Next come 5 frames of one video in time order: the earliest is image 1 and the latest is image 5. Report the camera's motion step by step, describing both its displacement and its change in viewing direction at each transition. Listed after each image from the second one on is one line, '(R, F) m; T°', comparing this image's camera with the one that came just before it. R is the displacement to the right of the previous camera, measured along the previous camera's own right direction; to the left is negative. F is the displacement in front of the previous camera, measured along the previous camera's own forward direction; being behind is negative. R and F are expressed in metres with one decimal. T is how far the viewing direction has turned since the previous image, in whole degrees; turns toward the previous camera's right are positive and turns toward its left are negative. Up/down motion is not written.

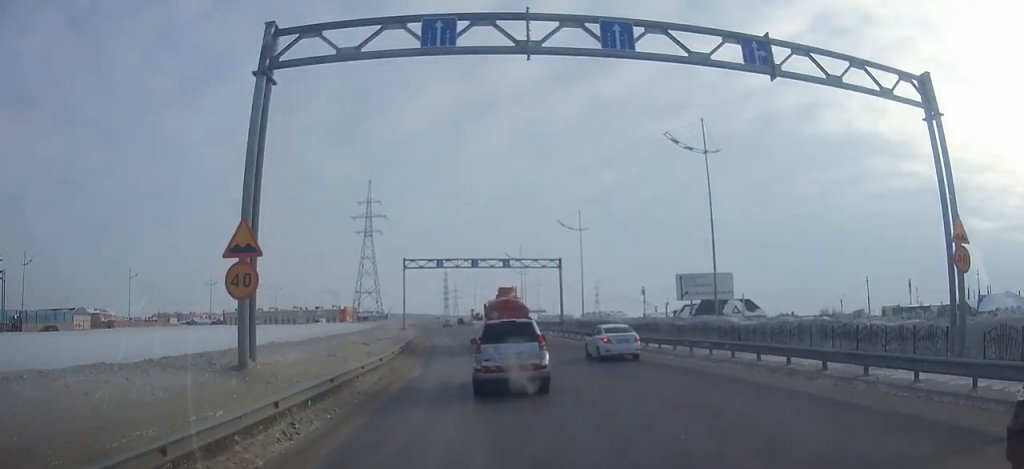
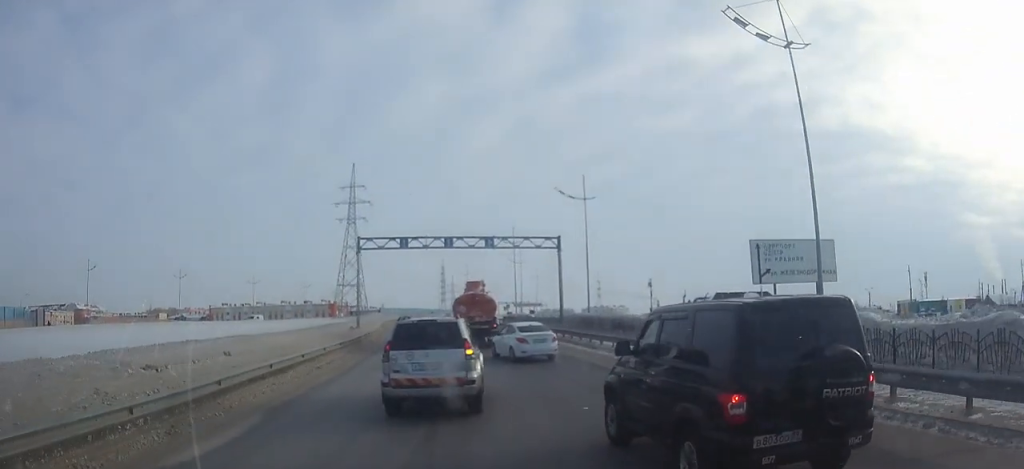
(+0.2, +12.6) m; 0°
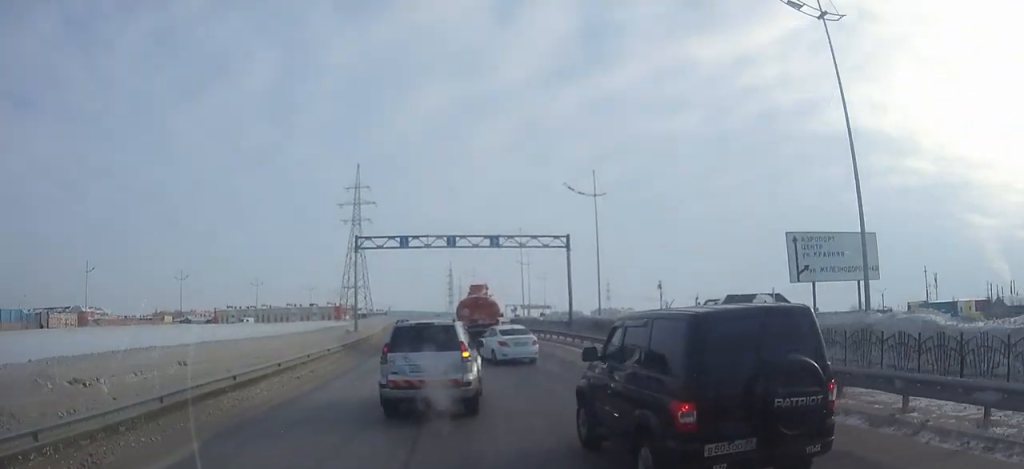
(0.0, +2.9) m; -1°
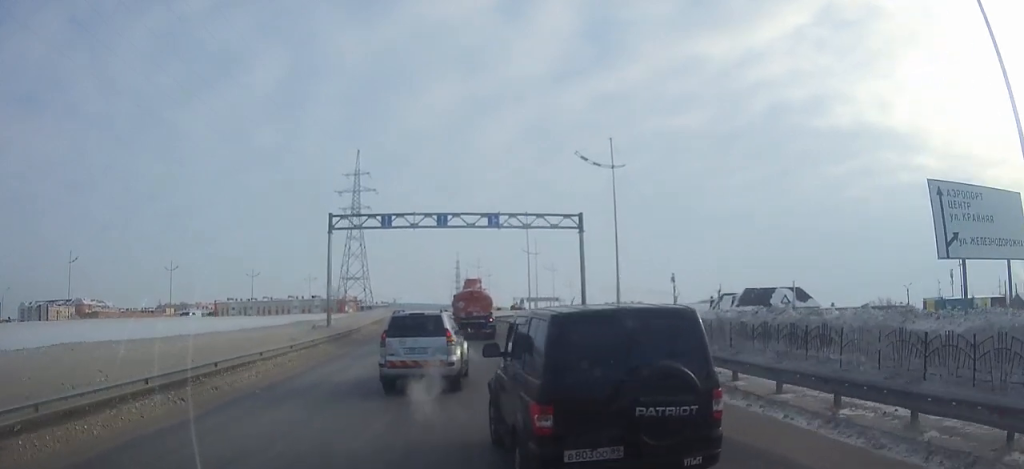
(-0.1, +7.7) m; -2°
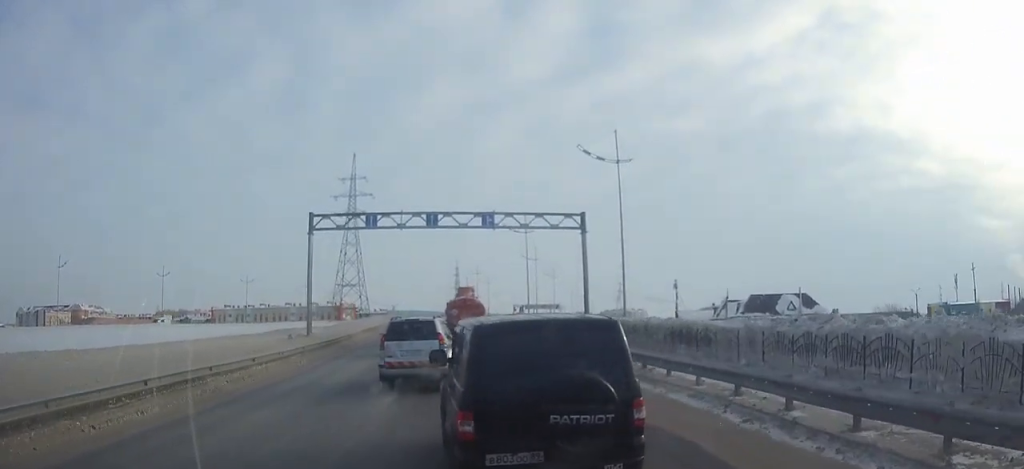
(0.0, +3.3) m; 0°
